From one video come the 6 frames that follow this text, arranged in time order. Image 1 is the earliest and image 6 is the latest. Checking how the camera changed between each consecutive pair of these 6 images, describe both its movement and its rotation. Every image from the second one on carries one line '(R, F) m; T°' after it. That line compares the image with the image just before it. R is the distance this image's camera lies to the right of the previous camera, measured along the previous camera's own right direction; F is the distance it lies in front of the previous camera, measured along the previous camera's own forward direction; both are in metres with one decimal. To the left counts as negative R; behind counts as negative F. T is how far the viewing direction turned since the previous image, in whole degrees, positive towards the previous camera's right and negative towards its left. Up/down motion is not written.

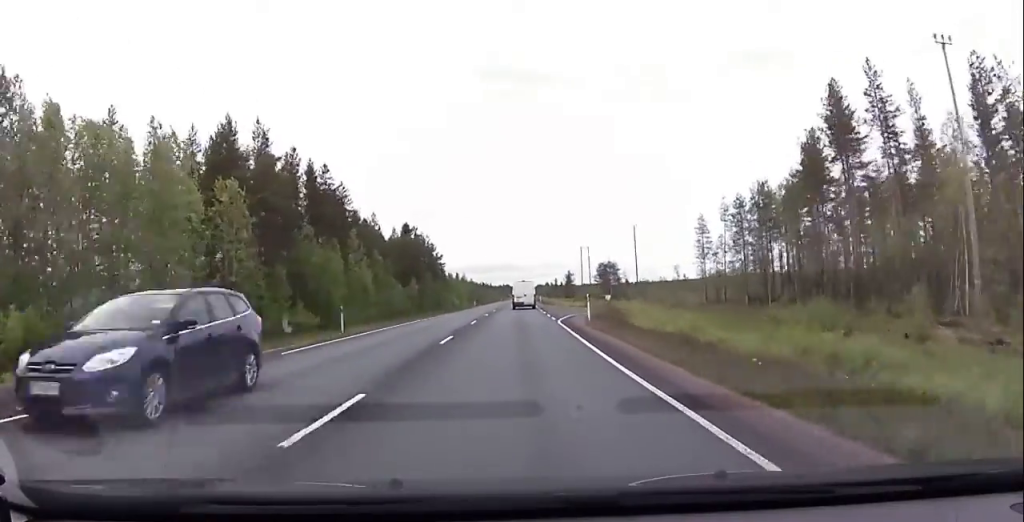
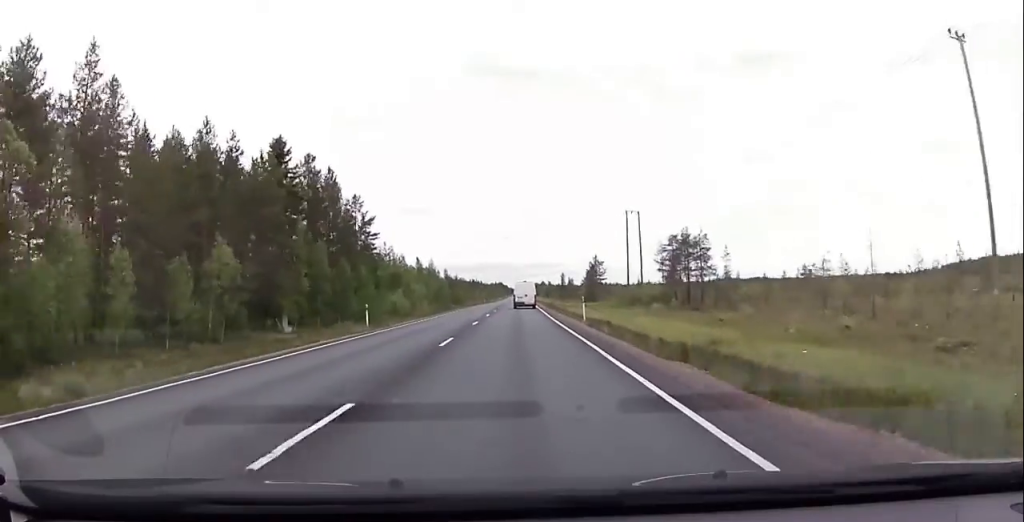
(+2.3, +72.4) m; +2°
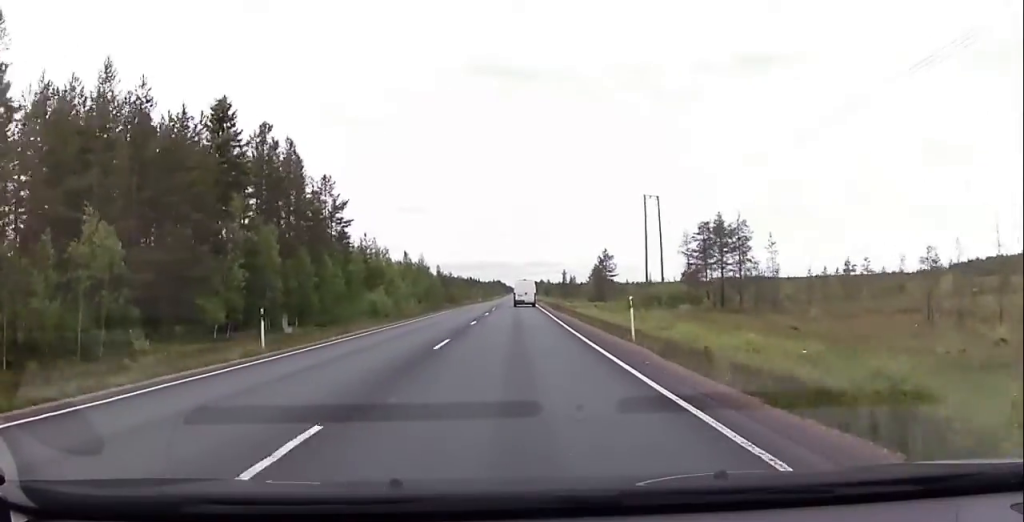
(0.0, +13.4) m; 0°
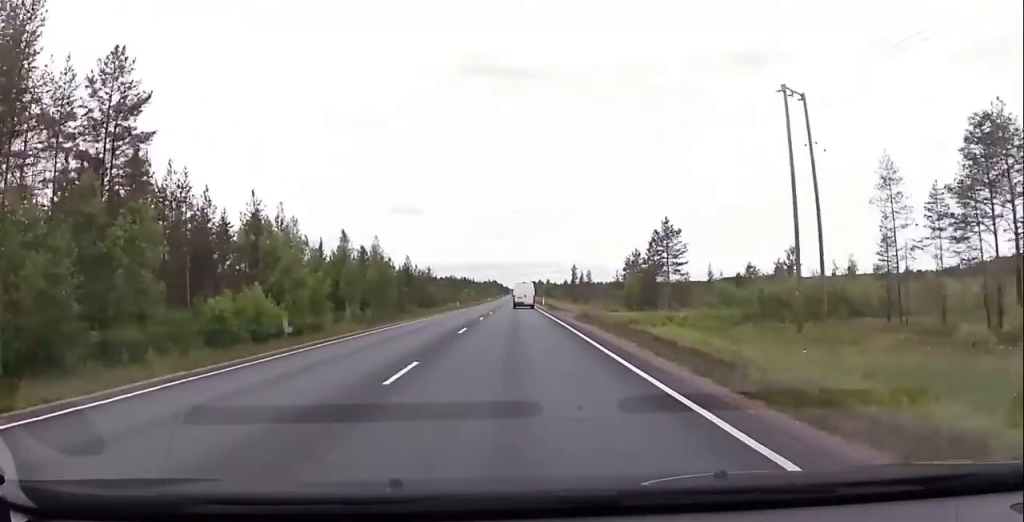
(0.0, +41.7) m; 0°
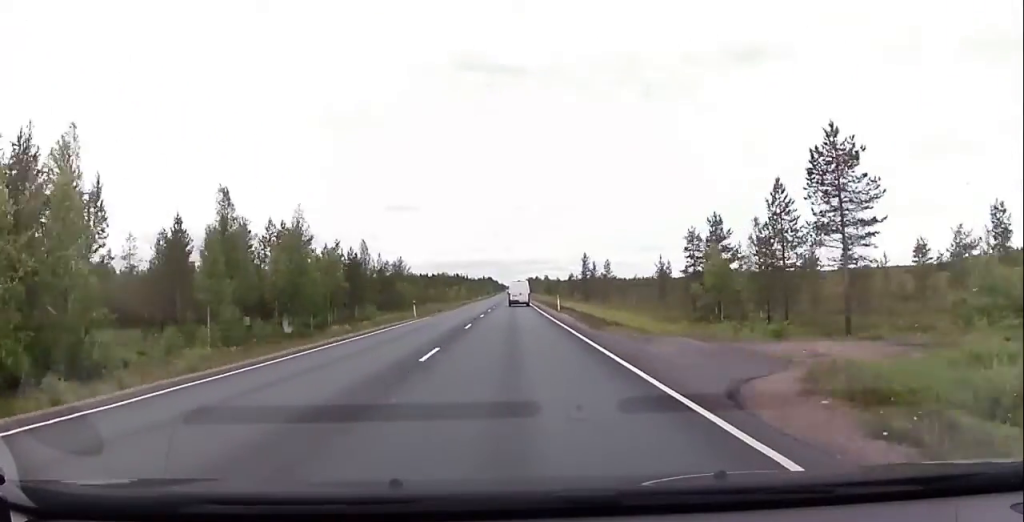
(0.0, +32.3) m; 0°
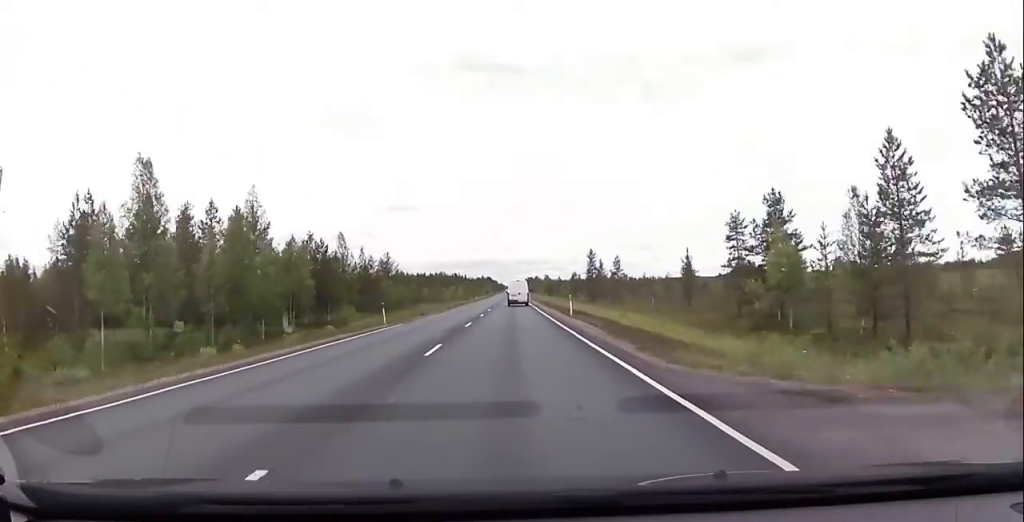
(0.0, +11.0) m; 0°
